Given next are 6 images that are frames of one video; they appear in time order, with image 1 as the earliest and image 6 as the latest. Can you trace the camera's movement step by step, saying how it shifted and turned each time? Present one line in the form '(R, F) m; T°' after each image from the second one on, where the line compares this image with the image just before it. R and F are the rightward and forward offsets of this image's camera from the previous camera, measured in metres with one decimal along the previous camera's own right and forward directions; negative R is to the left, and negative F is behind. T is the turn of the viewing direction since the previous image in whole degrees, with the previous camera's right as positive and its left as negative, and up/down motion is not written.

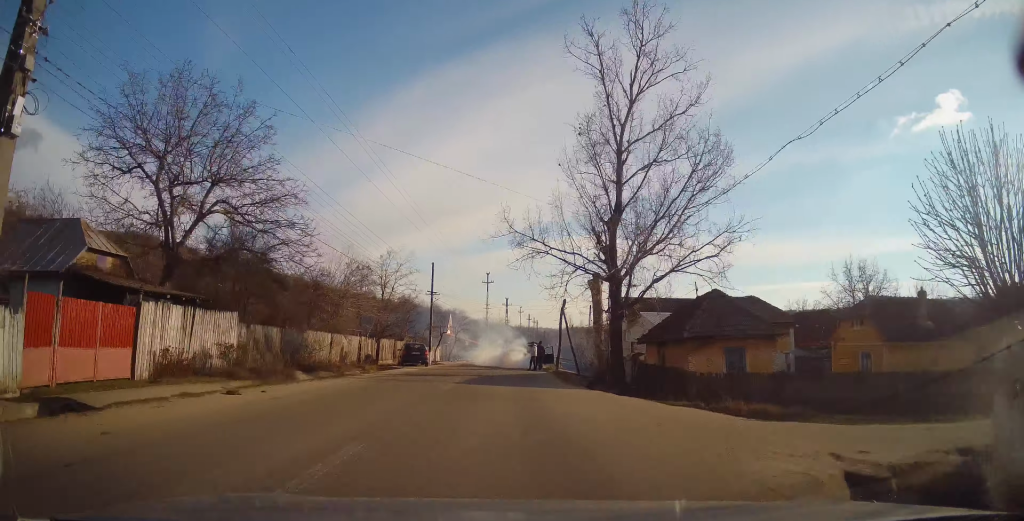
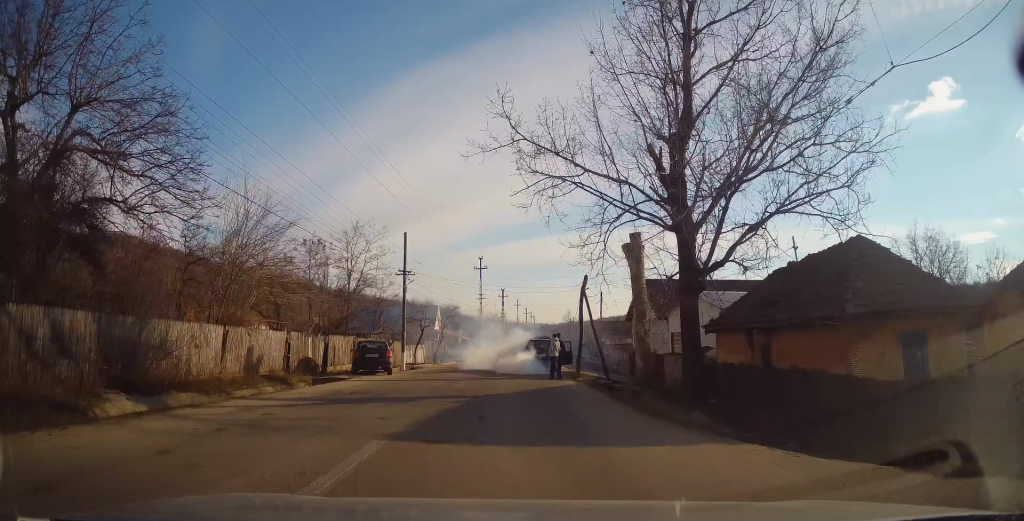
(+0.3, +11.0) m; +2°
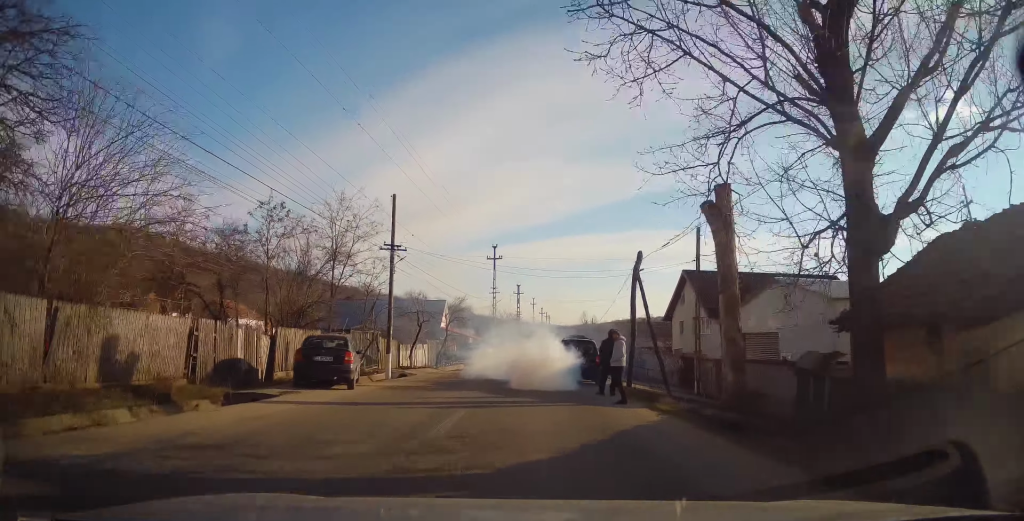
(0.0, +8.4) m; -3°
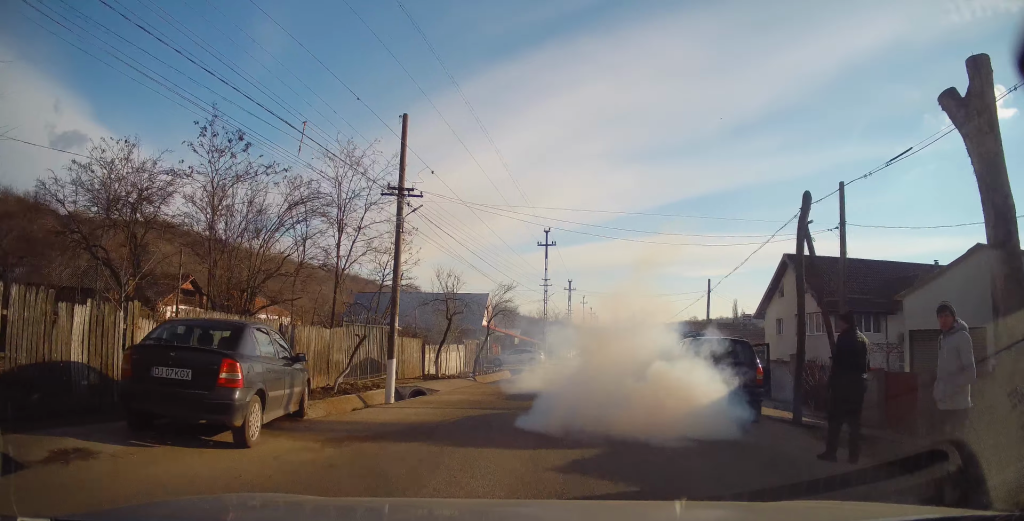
(-0.7, +7.7) m; -6°
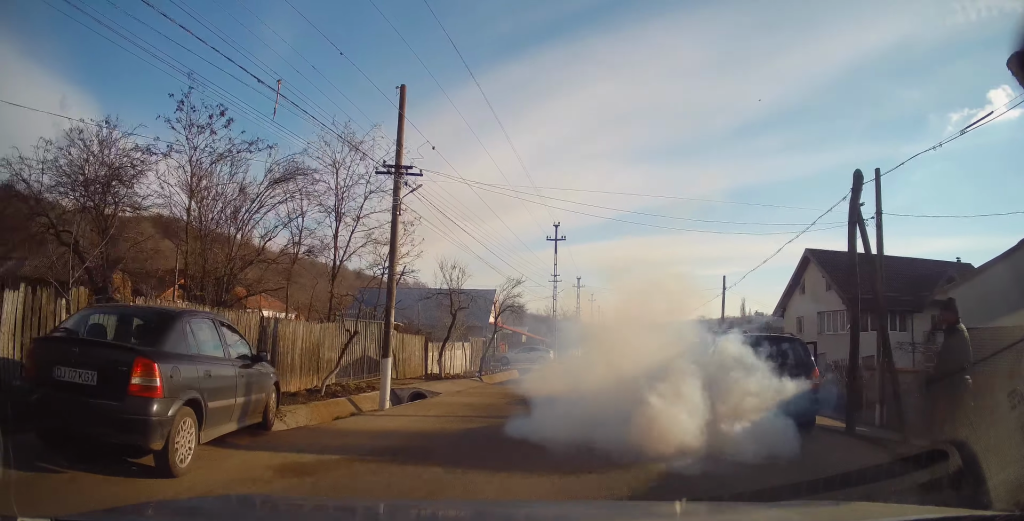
(0.0, +1.4) m; +1°
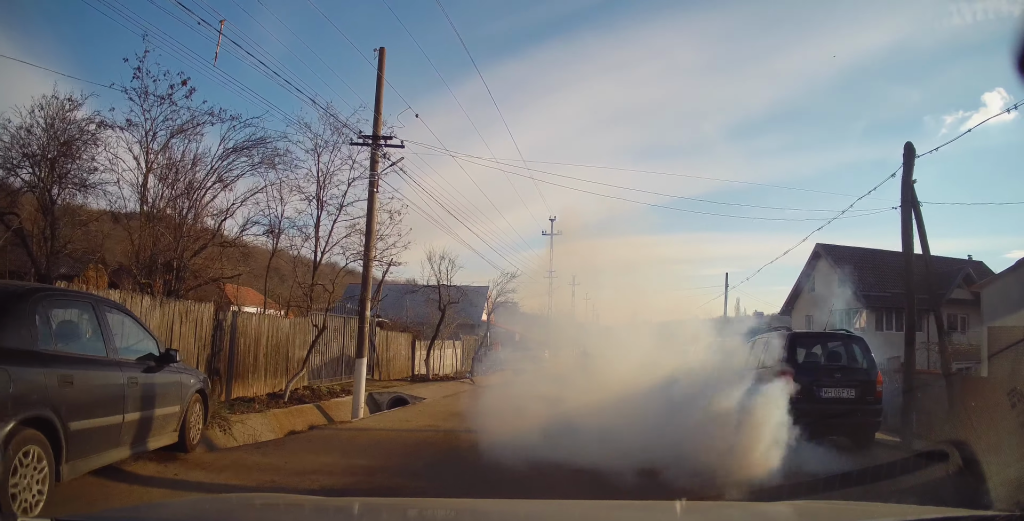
(+0.2, +1.9) m; 0°
